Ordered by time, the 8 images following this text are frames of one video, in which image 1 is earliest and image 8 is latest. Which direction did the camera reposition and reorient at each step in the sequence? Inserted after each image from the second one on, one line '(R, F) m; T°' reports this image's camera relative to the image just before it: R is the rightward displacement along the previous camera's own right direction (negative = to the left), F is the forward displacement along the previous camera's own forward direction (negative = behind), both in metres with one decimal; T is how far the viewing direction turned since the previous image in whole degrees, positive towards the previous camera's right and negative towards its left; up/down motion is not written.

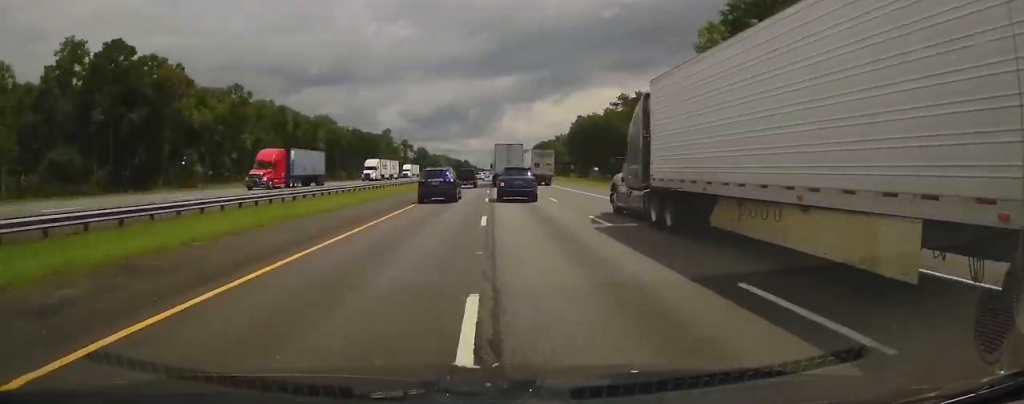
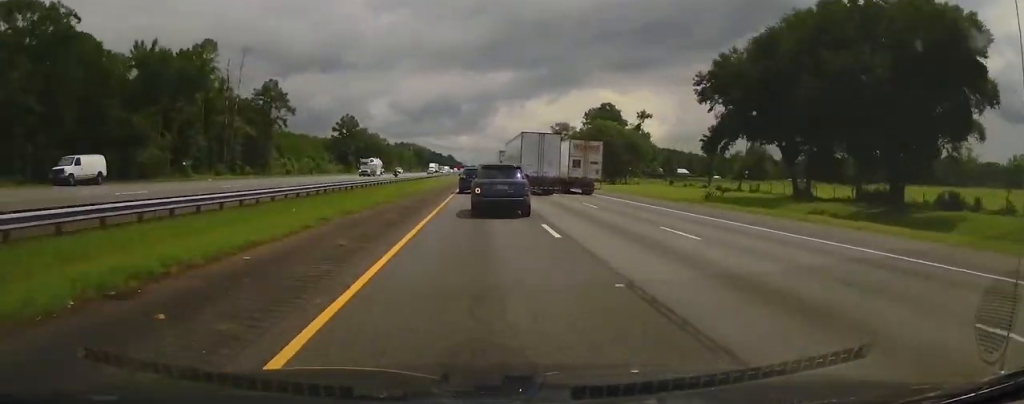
(+0.5, +231.5) m; 0°
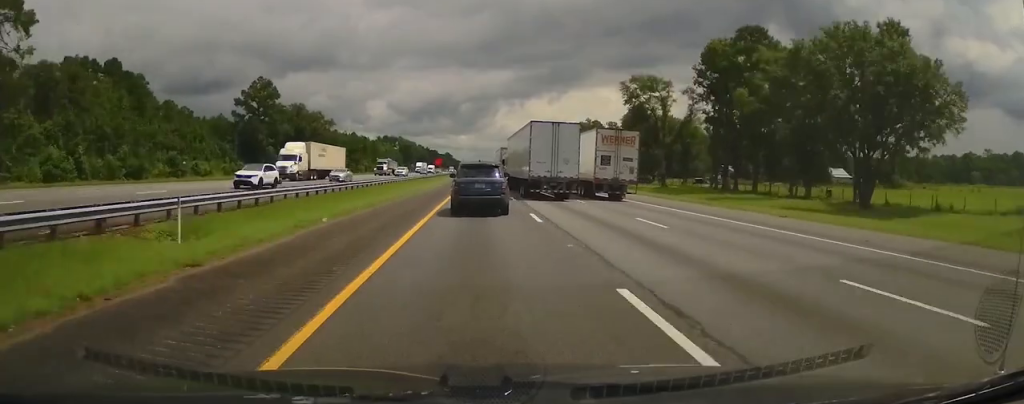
(+0.1, +97.9) m; 0°
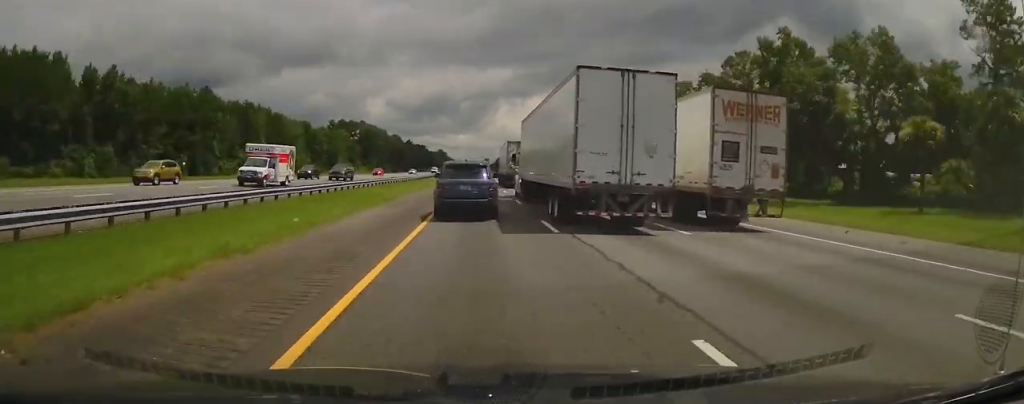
(+0.7, +140.6) m; 0°
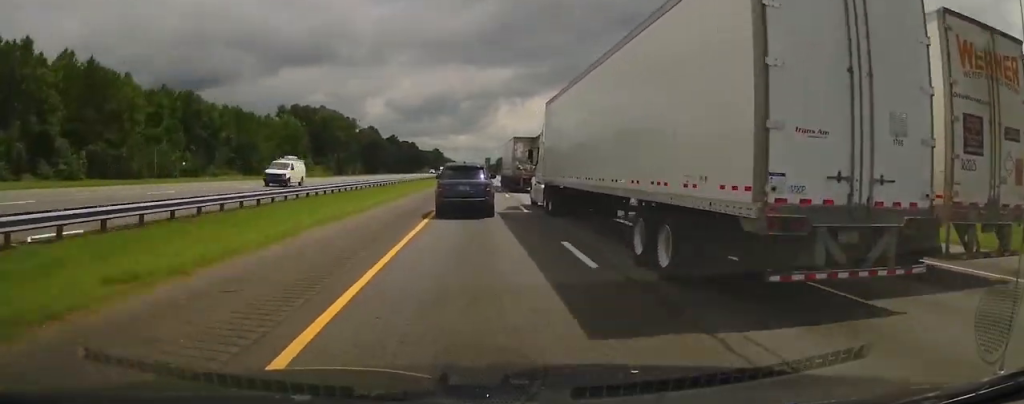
(+0.1, +80.1) m; 0°
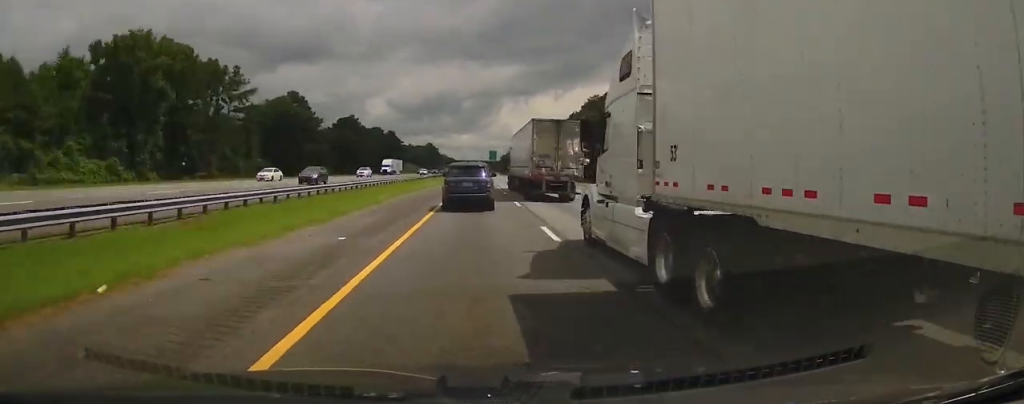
(-0.1, +123.2) m; 0°
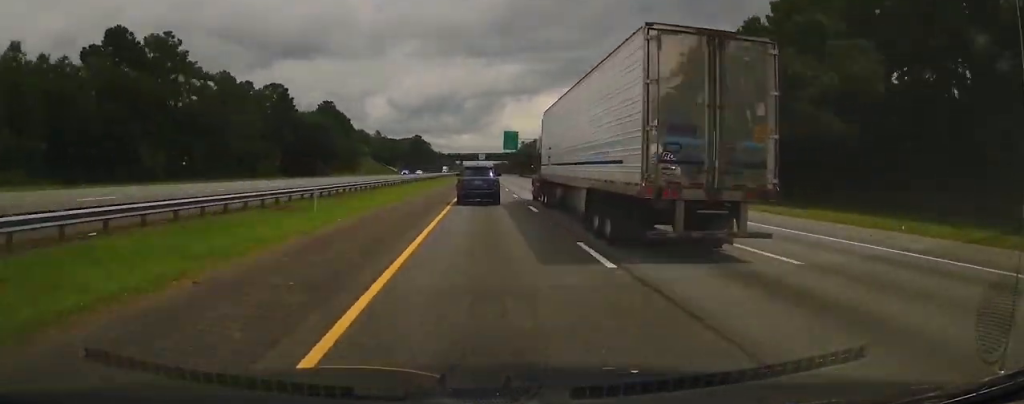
(-0.5, +153.8) m; 0°
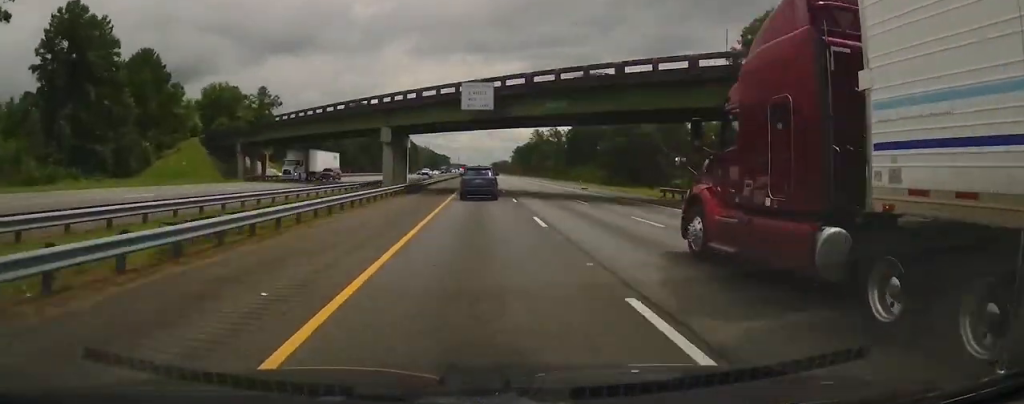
(+0.5, +156.0) m; 0°
